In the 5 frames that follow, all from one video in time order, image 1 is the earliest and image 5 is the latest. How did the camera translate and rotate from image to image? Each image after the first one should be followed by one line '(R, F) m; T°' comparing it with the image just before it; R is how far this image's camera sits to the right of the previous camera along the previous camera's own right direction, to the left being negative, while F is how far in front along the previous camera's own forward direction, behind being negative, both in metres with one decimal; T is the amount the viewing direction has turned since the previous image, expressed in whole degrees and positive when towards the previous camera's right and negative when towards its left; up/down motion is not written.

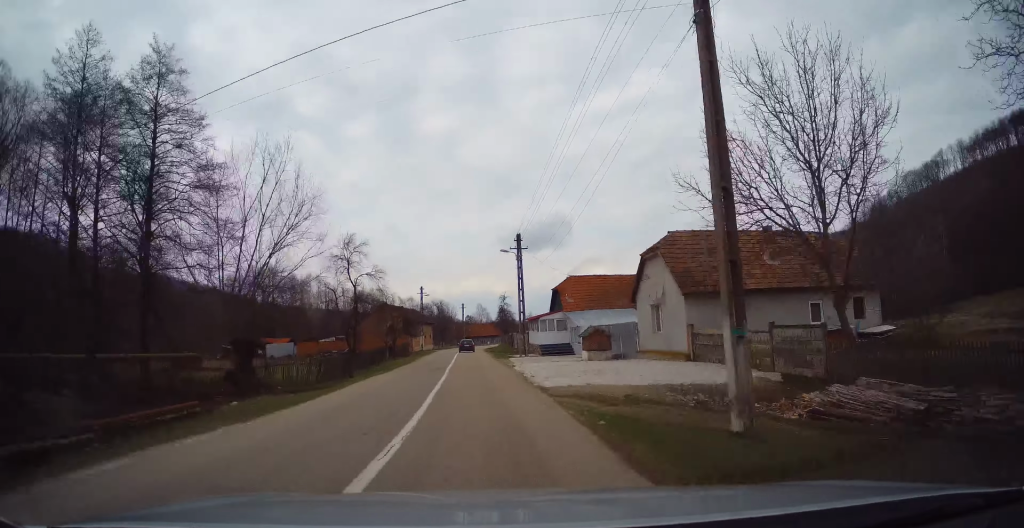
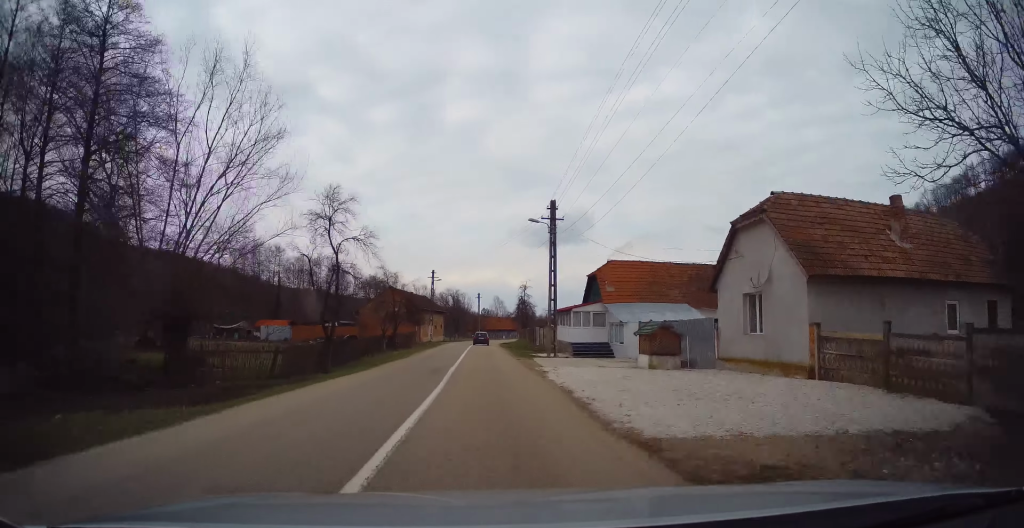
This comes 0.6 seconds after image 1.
(-0.1, +8.0) m; -3°
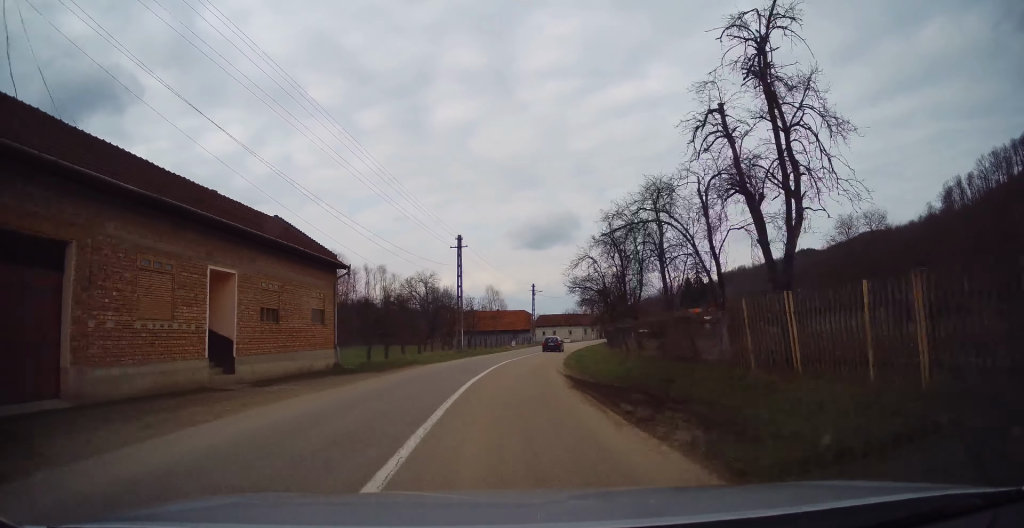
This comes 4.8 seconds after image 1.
(-1.3, +59.4) m; +1°
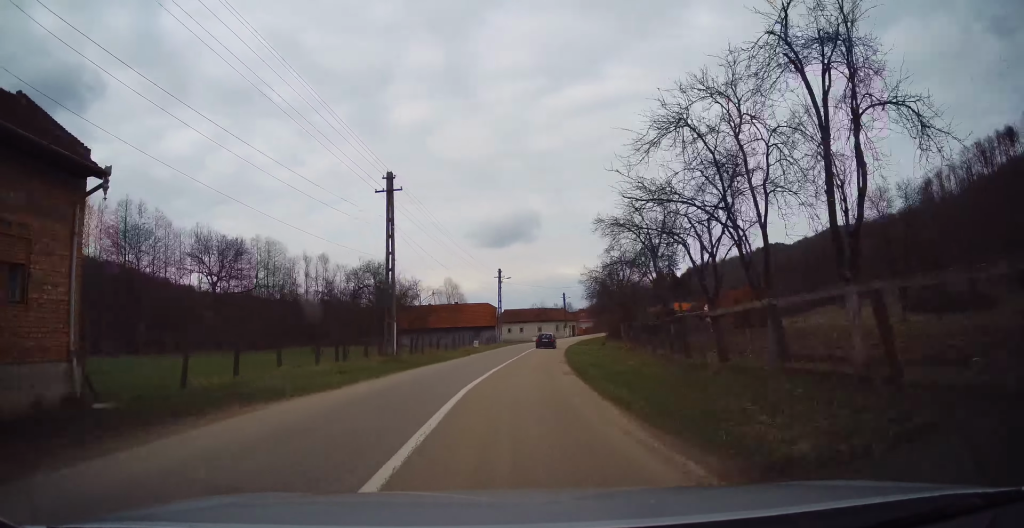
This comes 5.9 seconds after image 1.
(-0.3, +14.9) m; 0°
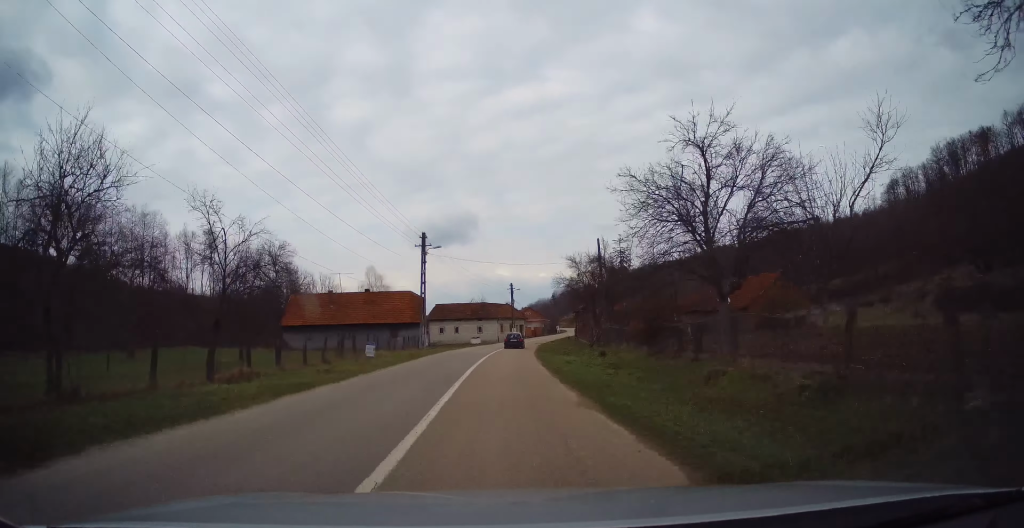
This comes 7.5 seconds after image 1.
(+1.5, +21.9) m; +8°
